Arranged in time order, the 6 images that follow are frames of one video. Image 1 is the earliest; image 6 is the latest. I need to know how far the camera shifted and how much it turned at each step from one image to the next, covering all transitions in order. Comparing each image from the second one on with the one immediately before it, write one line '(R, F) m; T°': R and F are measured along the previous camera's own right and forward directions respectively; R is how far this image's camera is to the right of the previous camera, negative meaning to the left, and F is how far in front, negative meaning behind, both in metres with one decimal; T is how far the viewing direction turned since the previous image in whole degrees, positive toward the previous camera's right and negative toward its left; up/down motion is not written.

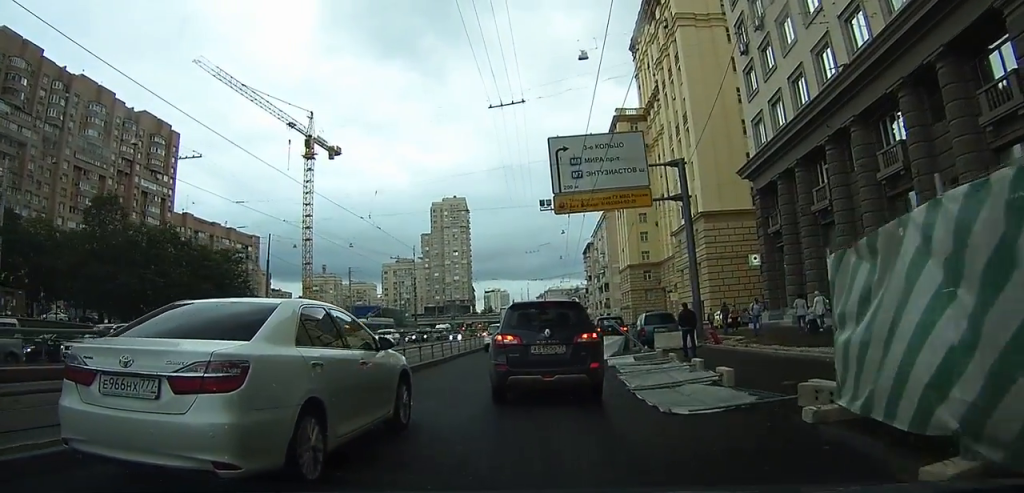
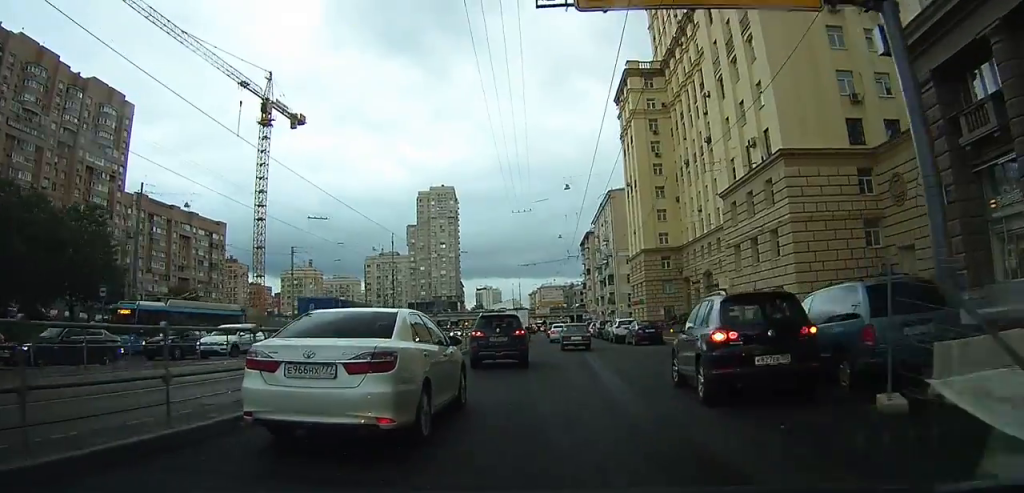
(+0.1, +19.1) m; +2°
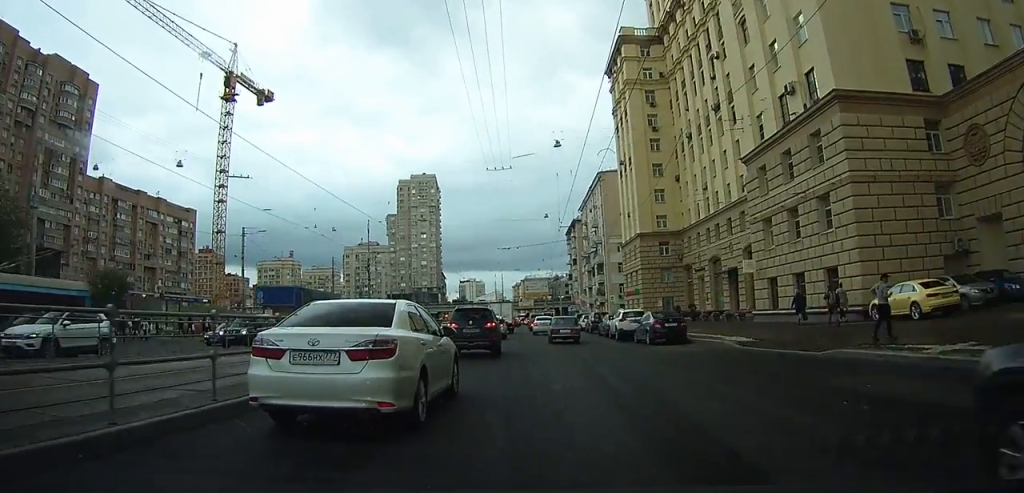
(+0.2, +8.8) m; +1°
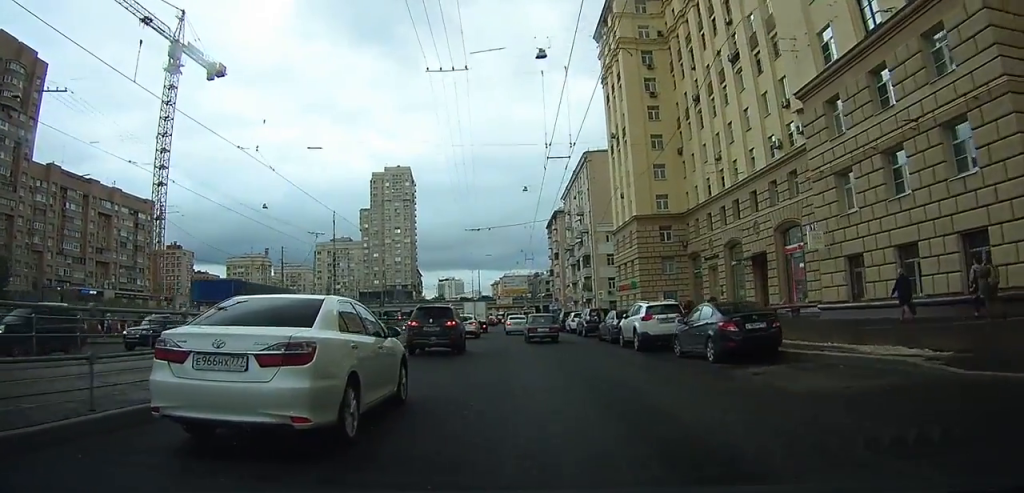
(-0.1, +11.7) m; -3°
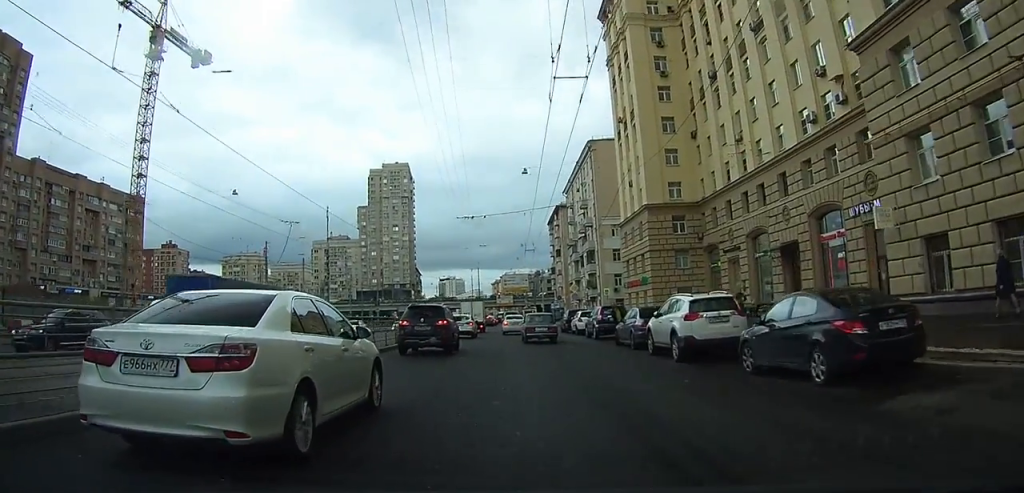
(-0.2, +5.5) m; -1°
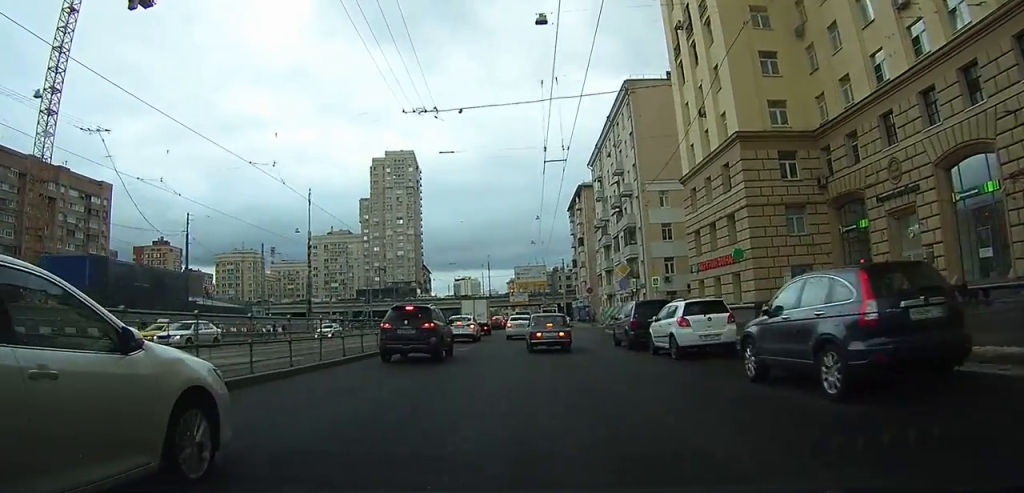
(+0.1, +21.8) m; +1°
